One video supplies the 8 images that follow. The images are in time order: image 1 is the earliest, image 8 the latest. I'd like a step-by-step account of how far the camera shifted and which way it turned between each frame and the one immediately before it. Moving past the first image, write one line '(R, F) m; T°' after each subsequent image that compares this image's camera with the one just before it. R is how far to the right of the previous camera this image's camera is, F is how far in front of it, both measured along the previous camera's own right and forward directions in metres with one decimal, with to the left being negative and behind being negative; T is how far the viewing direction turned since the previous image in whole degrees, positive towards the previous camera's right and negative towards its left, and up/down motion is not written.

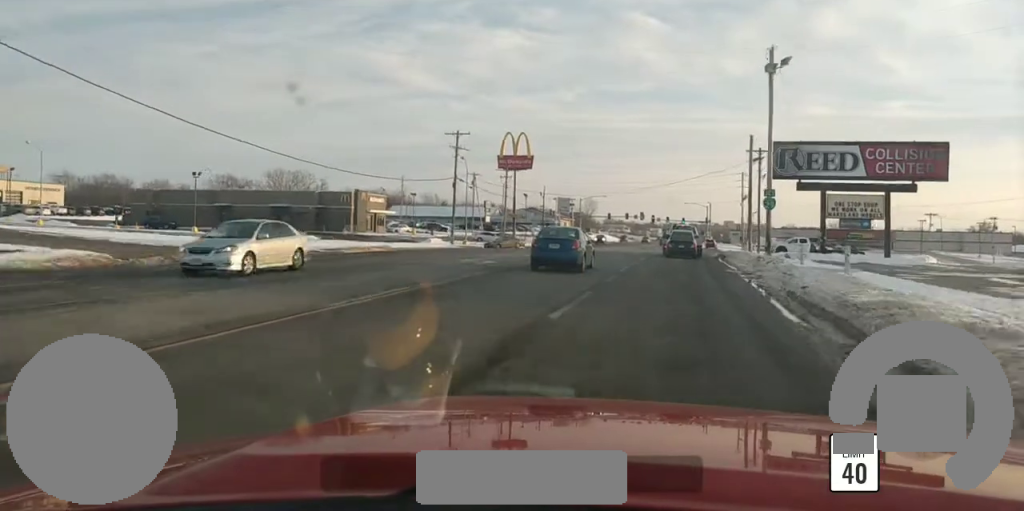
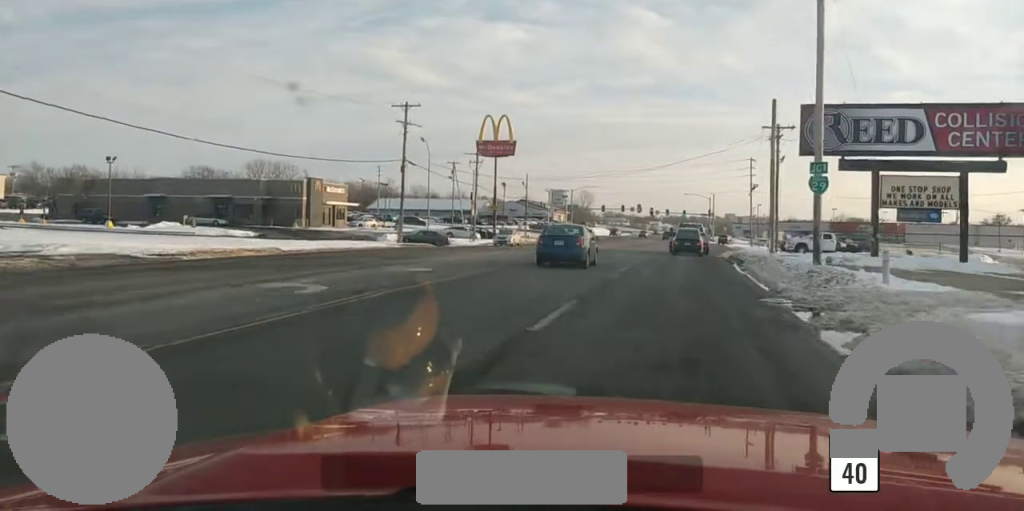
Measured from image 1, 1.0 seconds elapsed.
(0.0, +14.0) m; 0°
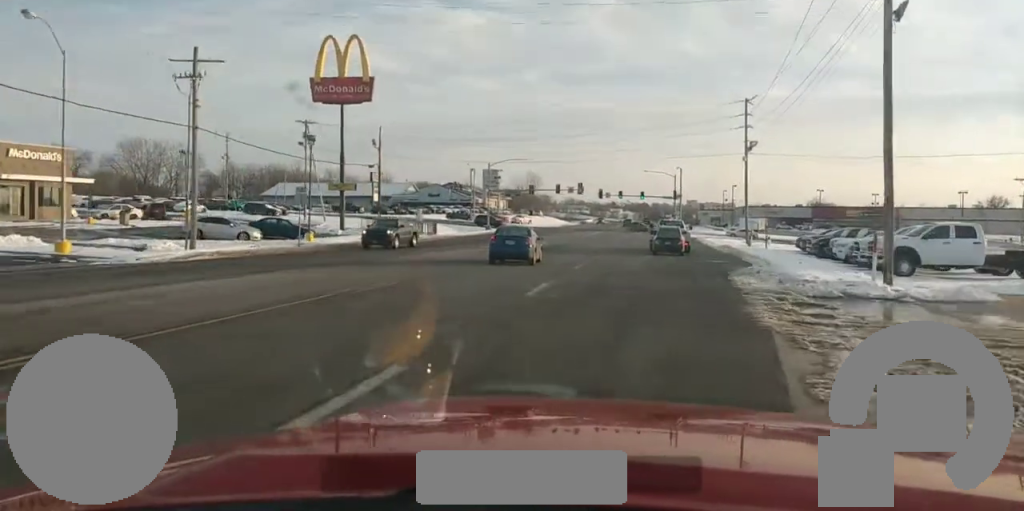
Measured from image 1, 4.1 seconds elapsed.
(0.0, +42.3) m; 0°
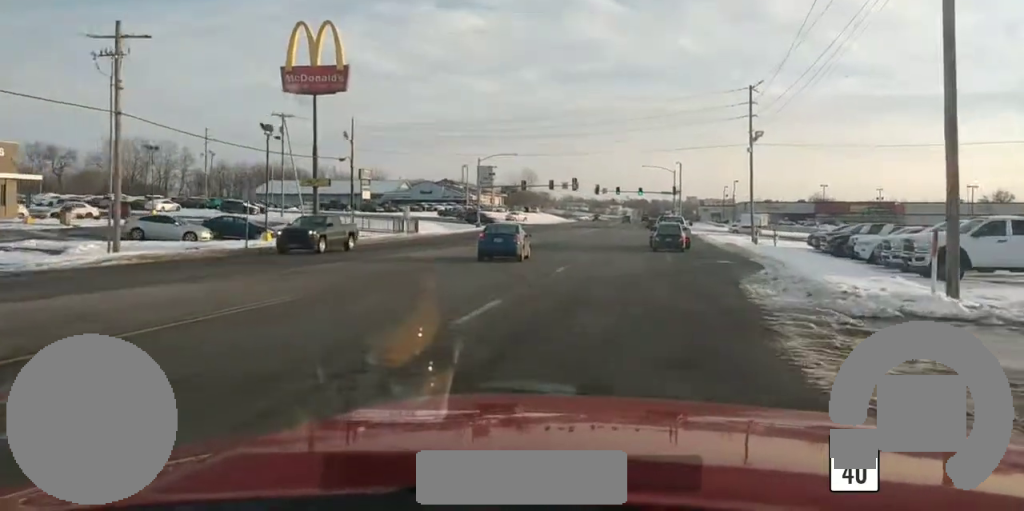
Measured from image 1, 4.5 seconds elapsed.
(0.0, +5.2) m; 0°
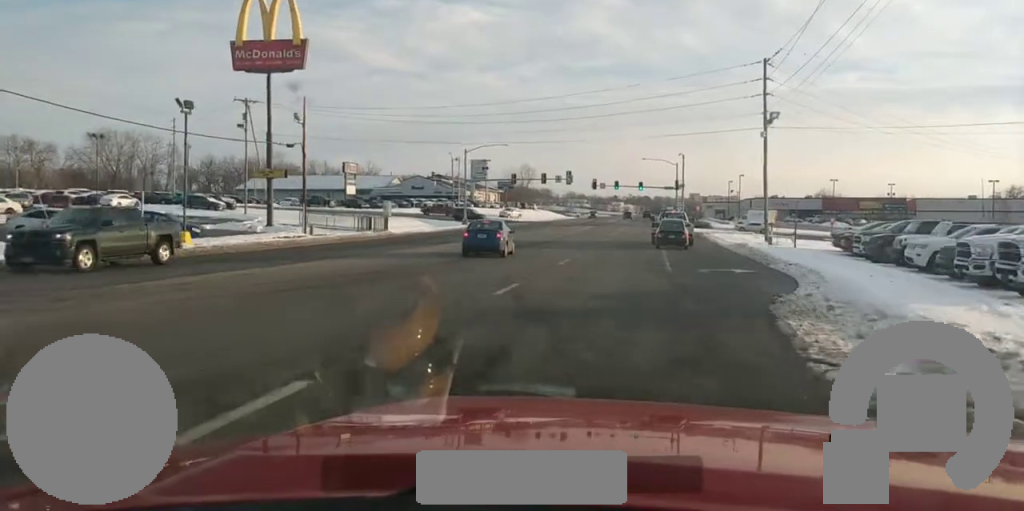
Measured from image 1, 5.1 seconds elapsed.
(0.0, +7.5) m; 0°
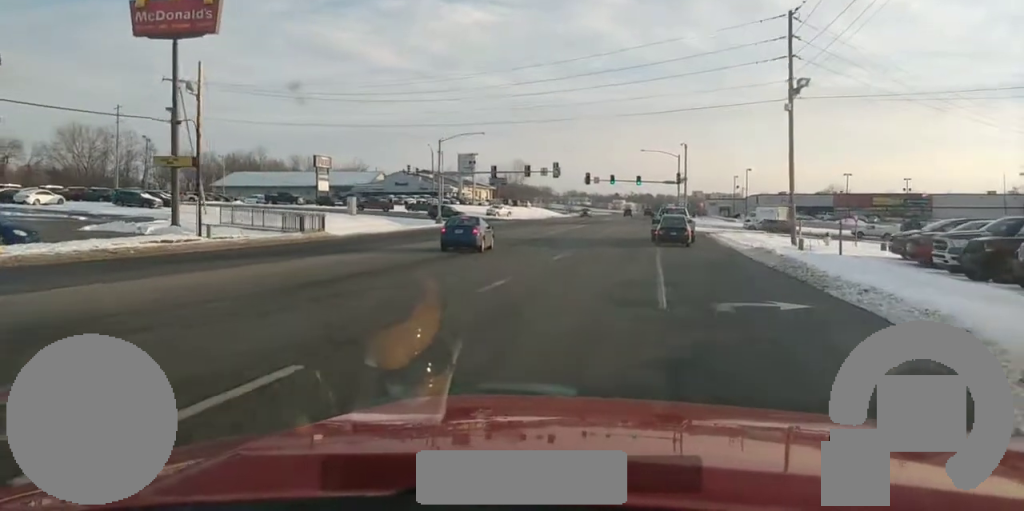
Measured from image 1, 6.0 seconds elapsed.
(0.0, +11.0) m; 0°
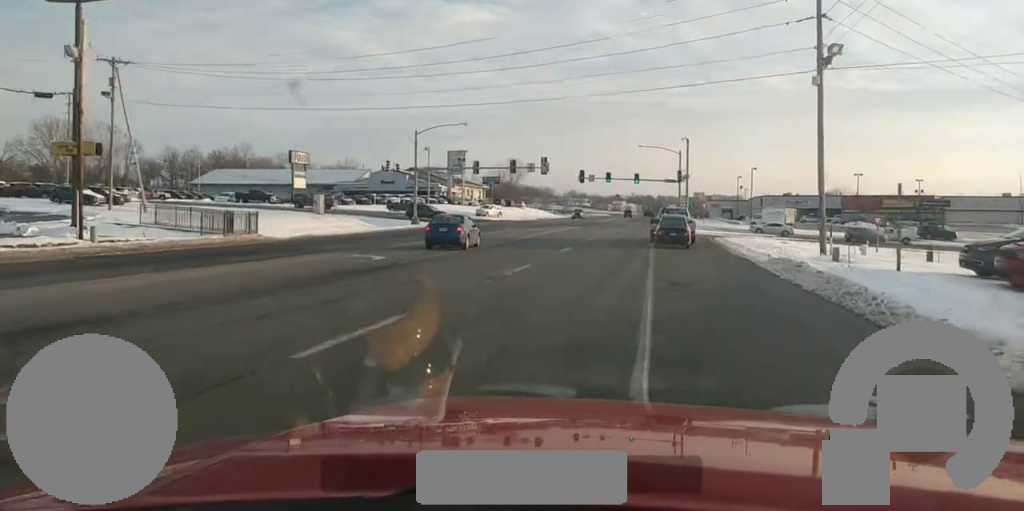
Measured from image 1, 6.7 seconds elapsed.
(0.0, +7.9) m; 0°
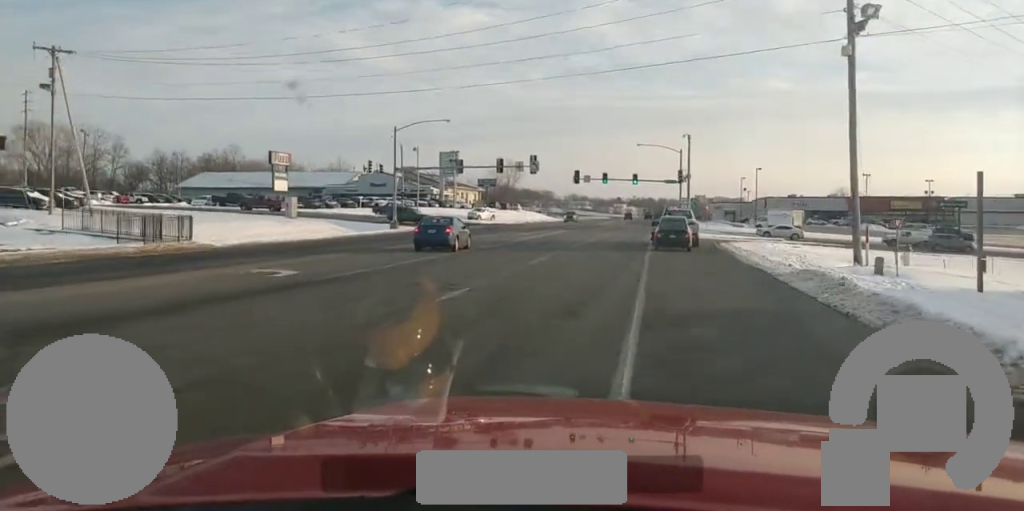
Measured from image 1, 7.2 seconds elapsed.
(0.0, +5.7) m; 0°
